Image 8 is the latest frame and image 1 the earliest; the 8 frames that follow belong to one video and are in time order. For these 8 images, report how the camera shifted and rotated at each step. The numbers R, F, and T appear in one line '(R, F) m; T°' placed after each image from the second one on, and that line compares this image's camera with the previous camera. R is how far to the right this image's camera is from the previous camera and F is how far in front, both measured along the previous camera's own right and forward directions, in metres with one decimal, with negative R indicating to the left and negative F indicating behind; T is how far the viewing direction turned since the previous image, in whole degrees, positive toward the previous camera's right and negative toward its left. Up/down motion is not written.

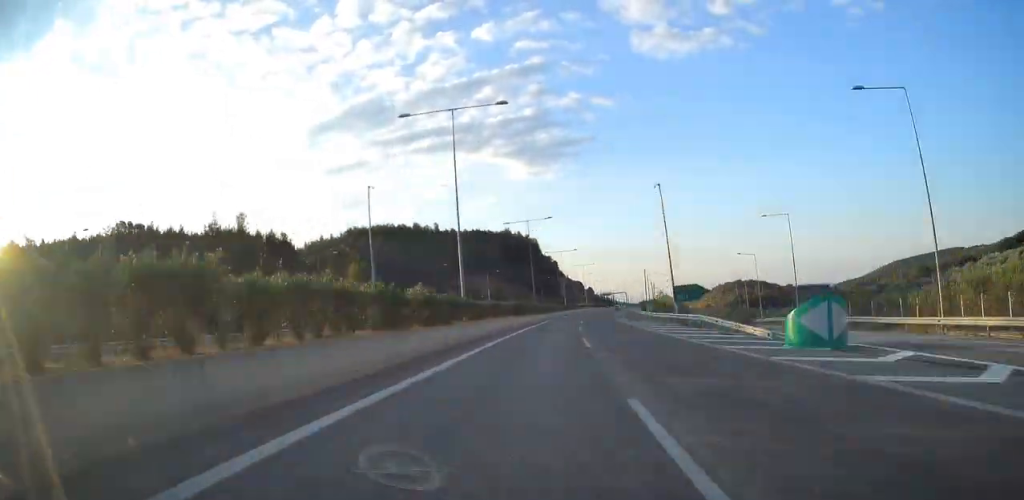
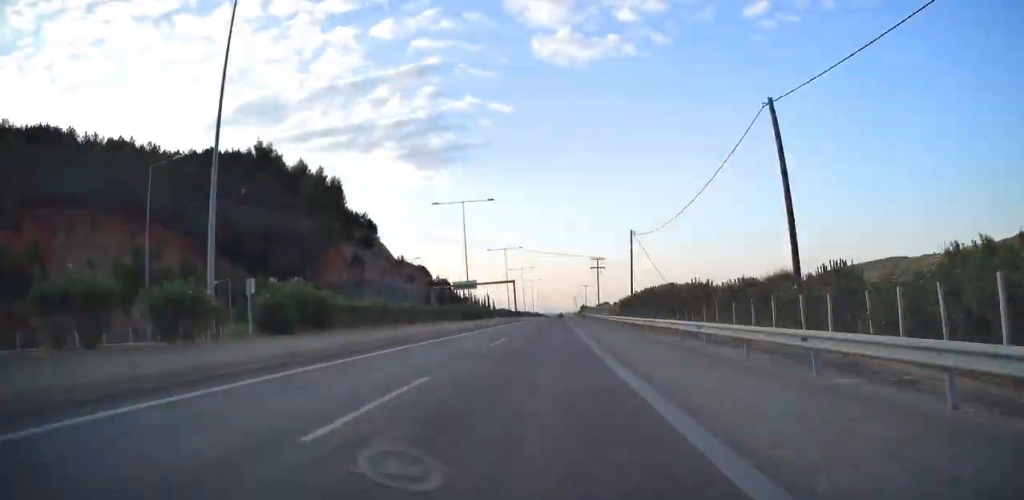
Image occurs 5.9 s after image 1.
(+16.8, +195.7) m; +6°
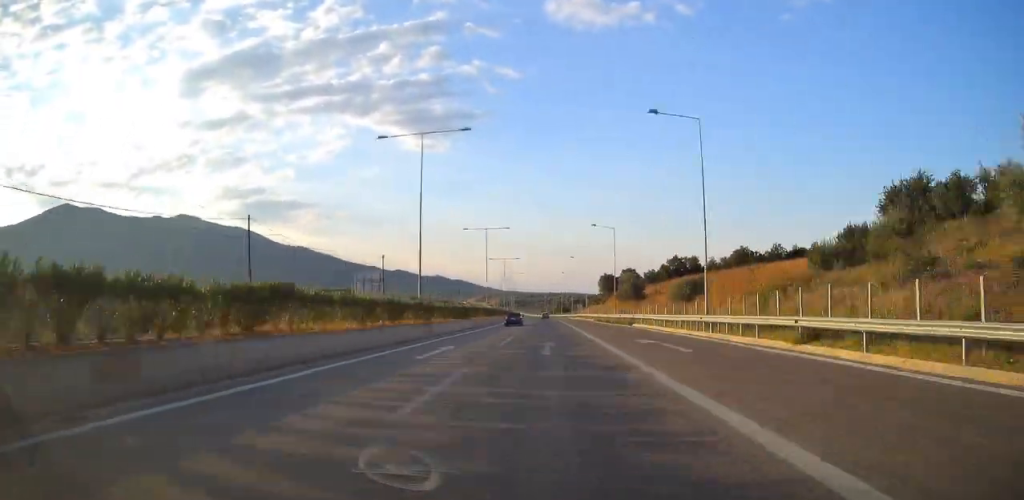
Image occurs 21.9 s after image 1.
(+22.7, +574.3) m; 0°
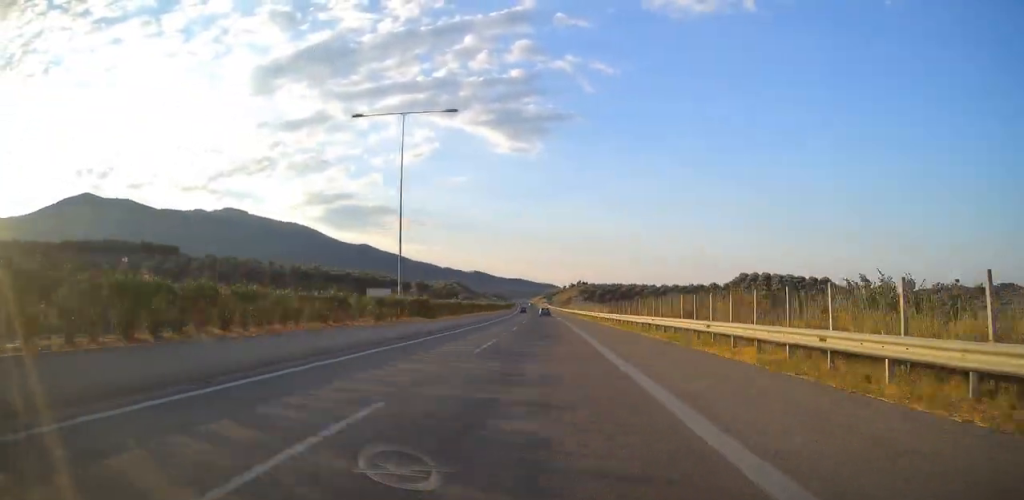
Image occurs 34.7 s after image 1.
(-26.5, +494.1) m; -7°
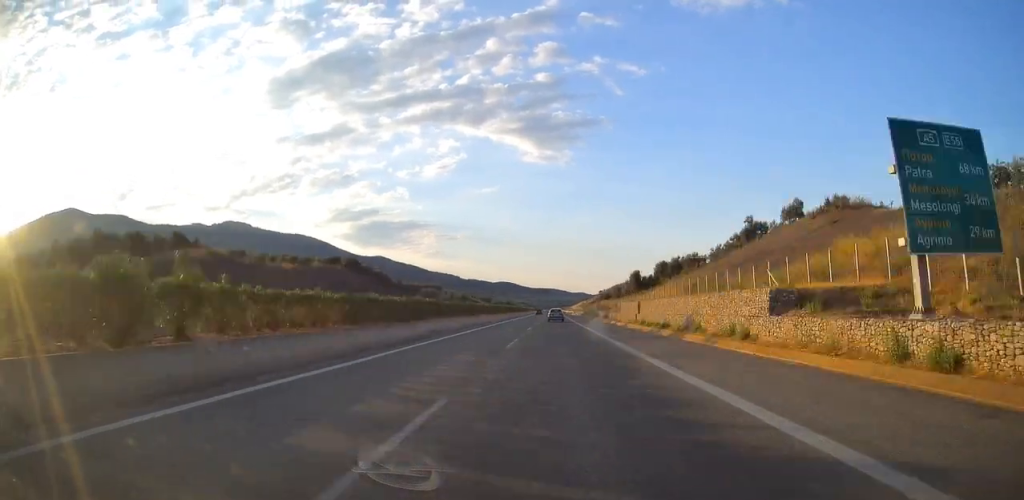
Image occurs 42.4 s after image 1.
(-11.4, +307.7) m; -3°
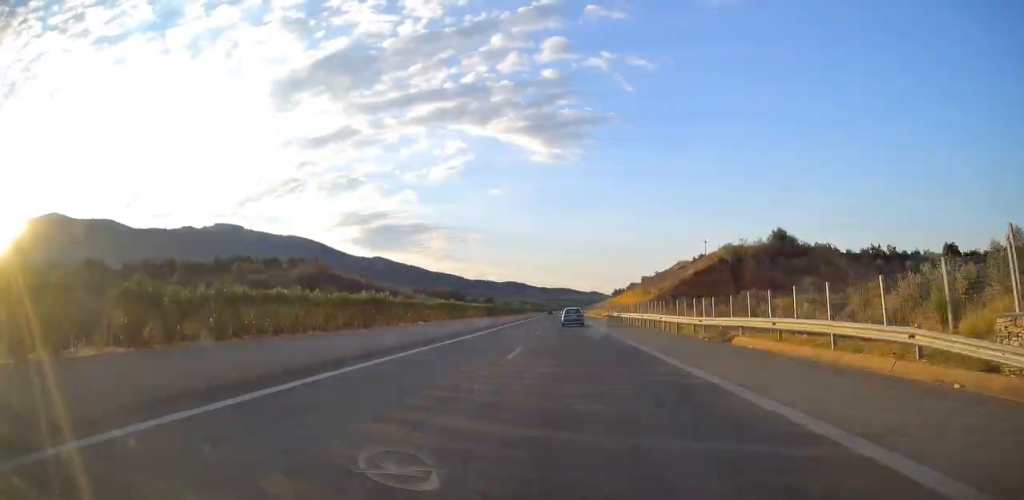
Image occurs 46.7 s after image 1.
(-1.5, +167.9) m; +1°
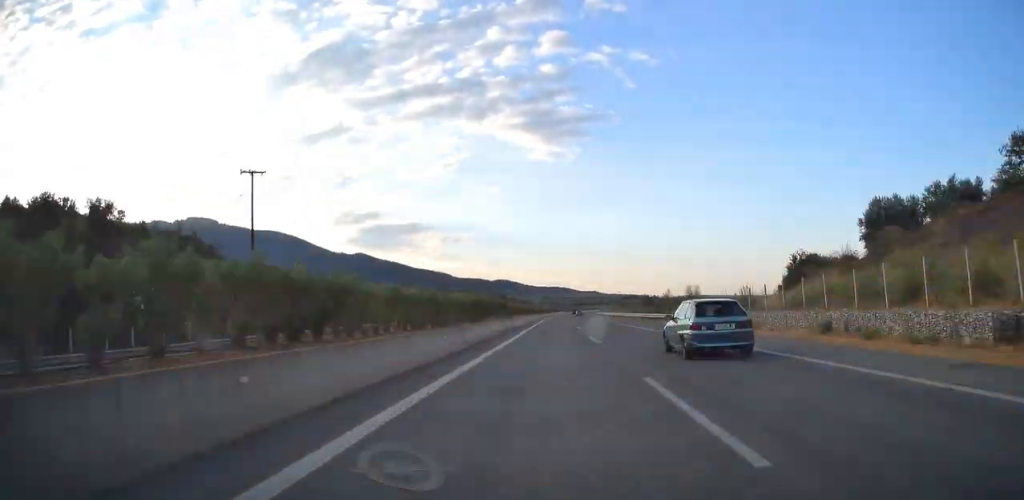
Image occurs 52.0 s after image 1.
(-0.1, +209.7) m; +2°
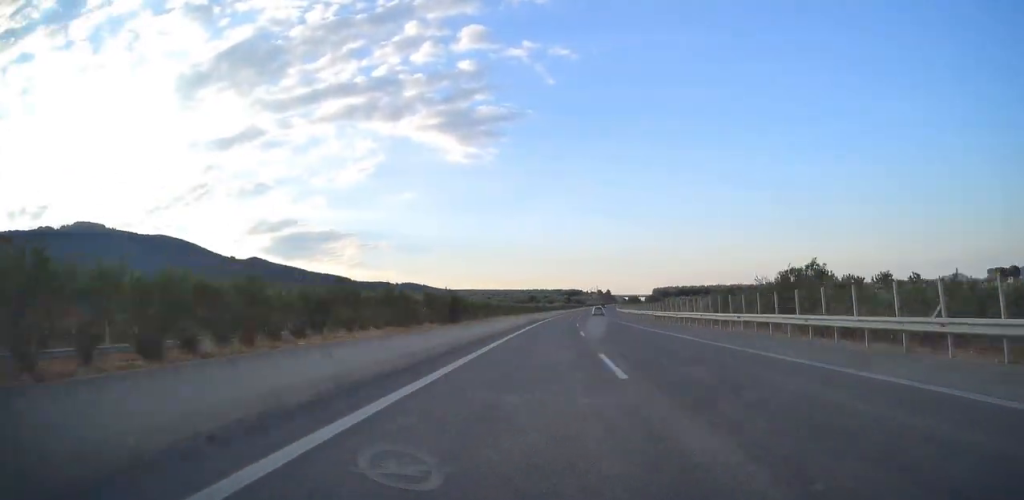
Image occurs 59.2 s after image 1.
(+9.3, +282.2) m; +7°
